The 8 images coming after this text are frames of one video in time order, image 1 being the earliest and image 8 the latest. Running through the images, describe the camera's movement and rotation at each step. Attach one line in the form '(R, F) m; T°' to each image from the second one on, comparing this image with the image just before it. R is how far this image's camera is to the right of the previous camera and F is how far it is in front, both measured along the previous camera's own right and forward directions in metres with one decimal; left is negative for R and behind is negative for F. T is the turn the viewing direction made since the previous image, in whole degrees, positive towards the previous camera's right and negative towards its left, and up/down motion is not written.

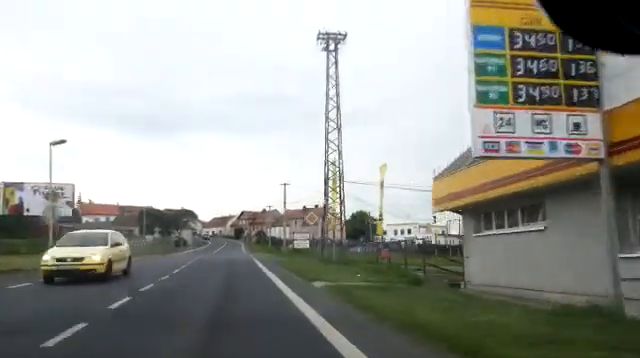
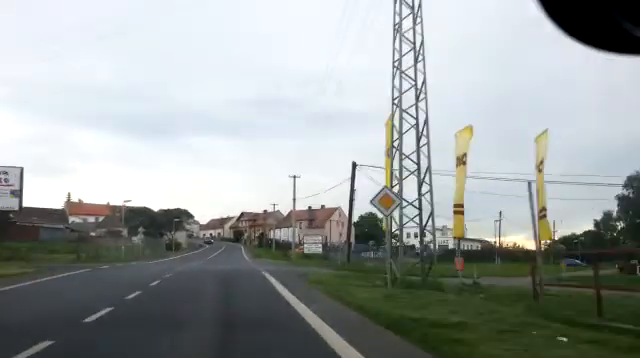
(+0.1, +10.4) m; 0°
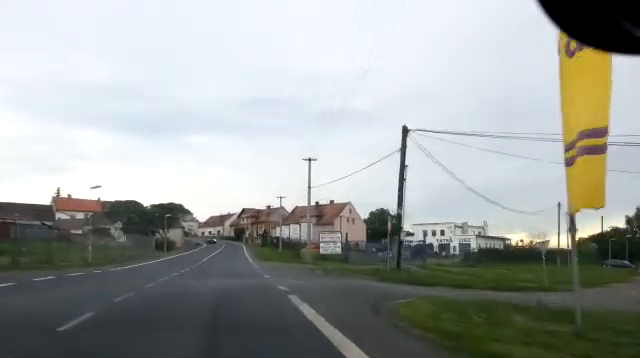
(-0.1, +10.2) m; 0°
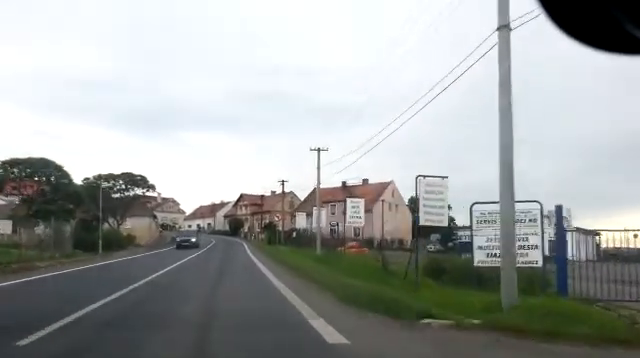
(+0.4, +30.8) m; +1°
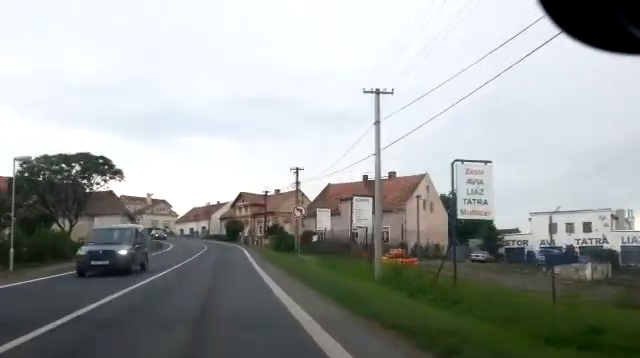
(0.0, +14.1) m; -1°
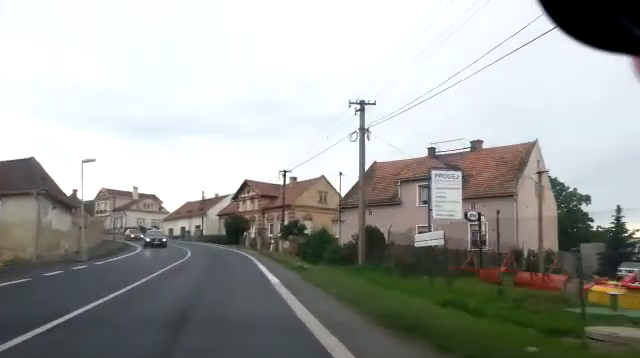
(-0.3, +21.4) m; 0°
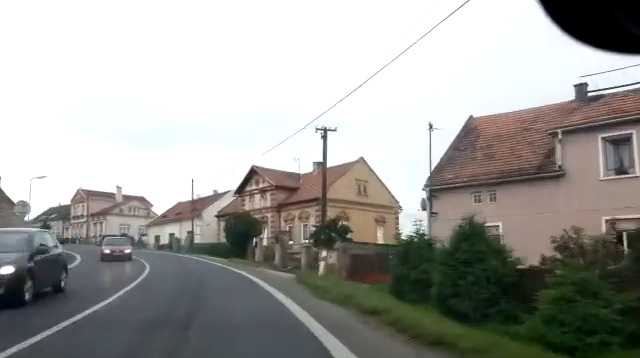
(+0.5, +19.0) m; 0°
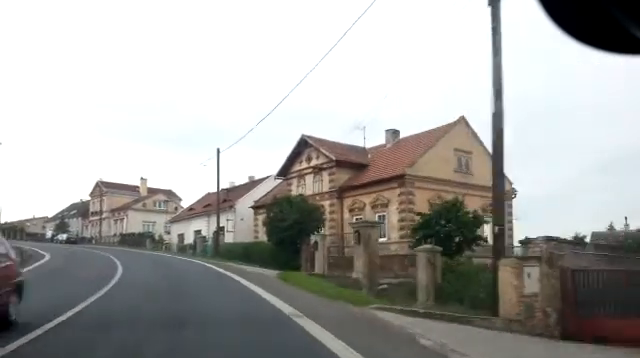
(-0.4, +14.2) m; -7°
